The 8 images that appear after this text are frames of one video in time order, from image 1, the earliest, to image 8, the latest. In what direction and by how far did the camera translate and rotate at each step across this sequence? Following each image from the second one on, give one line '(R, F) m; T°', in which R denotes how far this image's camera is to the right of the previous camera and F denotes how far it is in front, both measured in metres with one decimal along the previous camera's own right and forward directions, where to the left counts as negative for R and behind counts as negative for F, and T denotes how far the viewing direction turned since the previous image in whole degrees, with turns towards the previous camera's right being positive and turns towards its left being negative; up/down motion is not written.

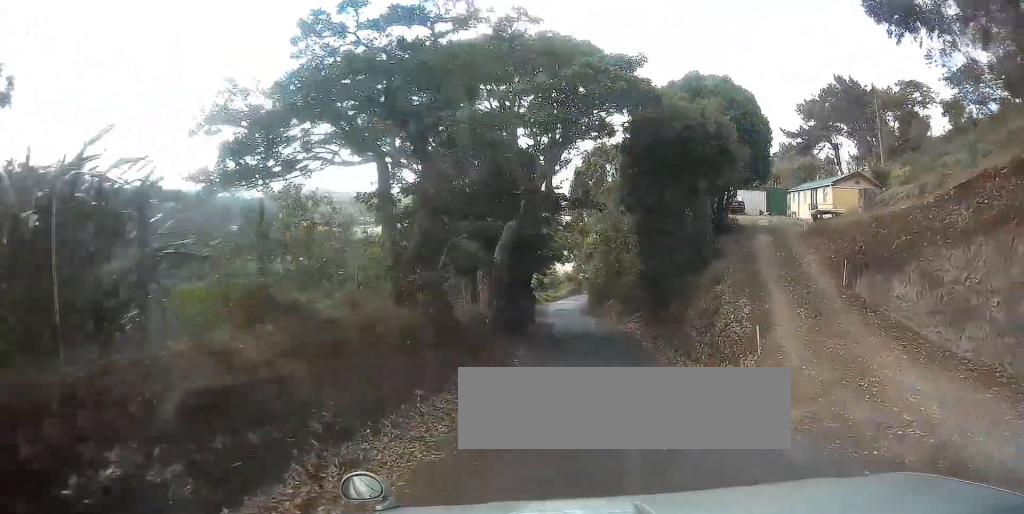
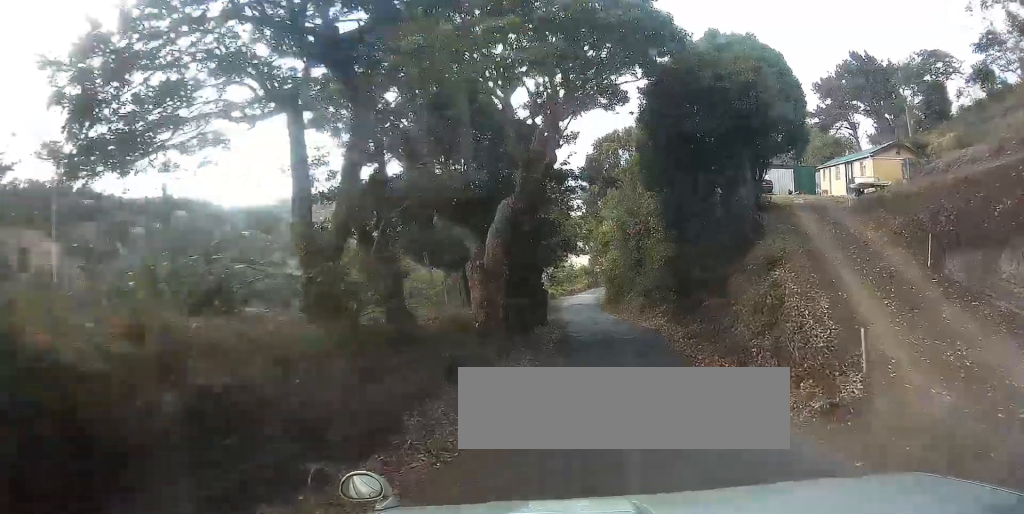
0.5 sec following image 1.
(-0.2, +3.5) m; -3°
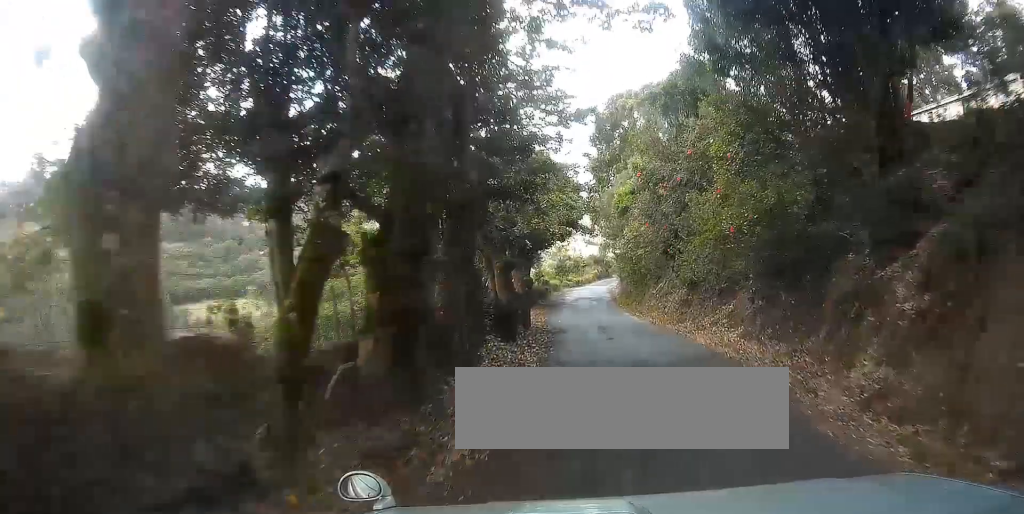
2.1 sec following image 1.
(-0.1, +12.7) m; -1°
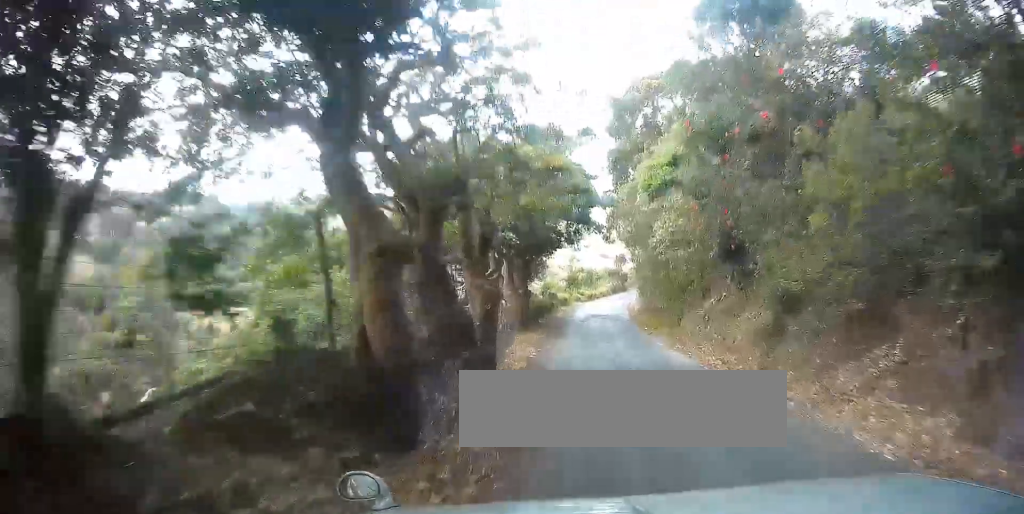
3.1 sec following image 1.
(-0.1, +9.1) m; -1°
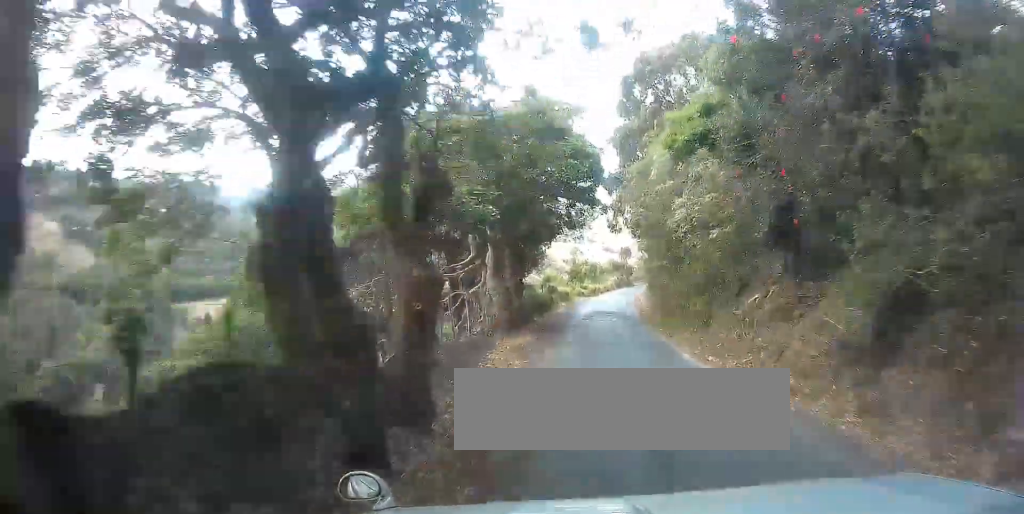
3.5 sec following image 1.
(0.0, +4.1) m; 0°
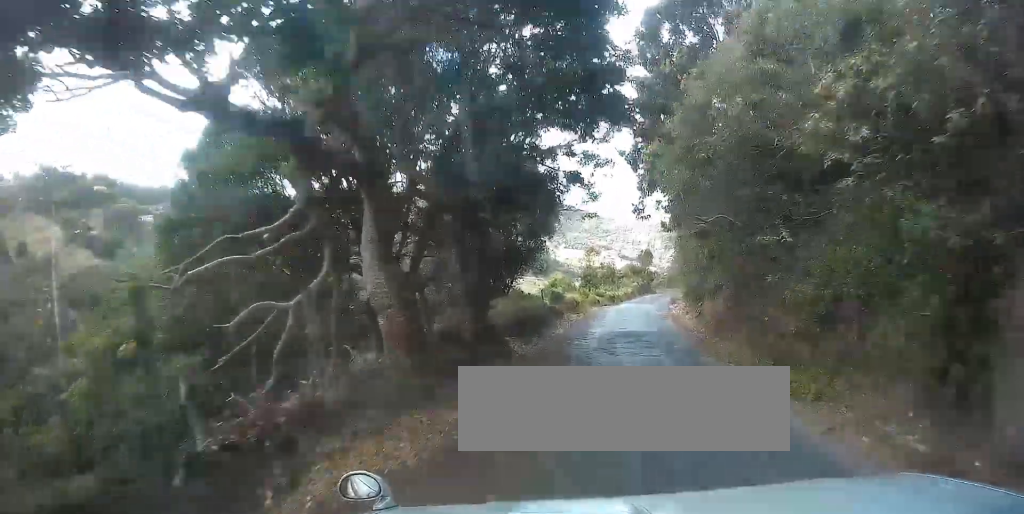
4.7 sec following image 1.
(0.0, +12.2) m; +1°
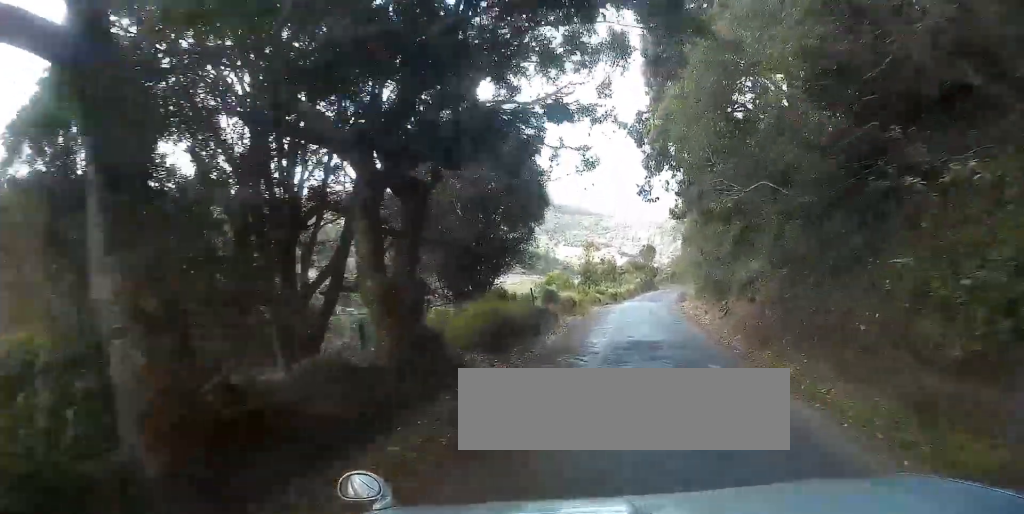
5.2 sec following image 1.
(+0.1, +5.7) m; +1°
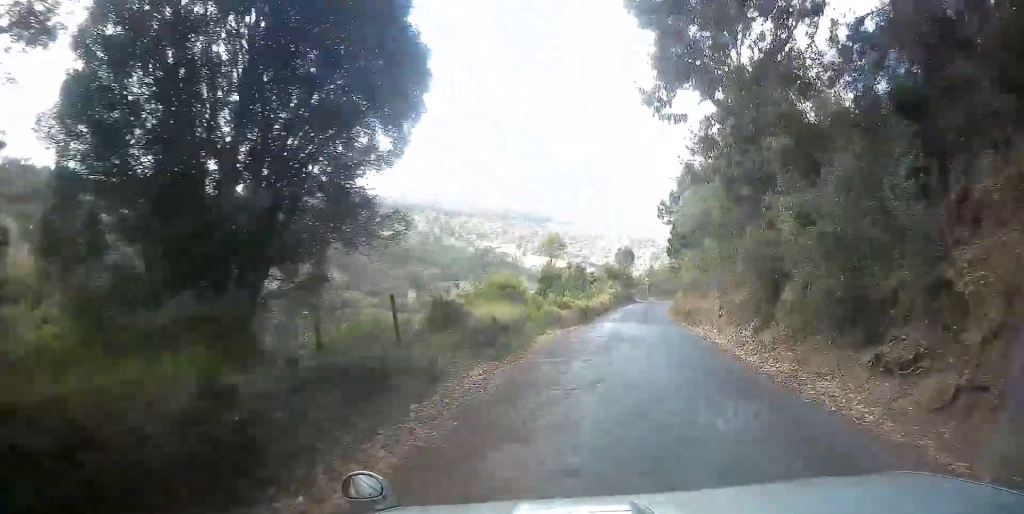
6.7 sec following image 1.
(+0.4, +16.2) m; +3°
